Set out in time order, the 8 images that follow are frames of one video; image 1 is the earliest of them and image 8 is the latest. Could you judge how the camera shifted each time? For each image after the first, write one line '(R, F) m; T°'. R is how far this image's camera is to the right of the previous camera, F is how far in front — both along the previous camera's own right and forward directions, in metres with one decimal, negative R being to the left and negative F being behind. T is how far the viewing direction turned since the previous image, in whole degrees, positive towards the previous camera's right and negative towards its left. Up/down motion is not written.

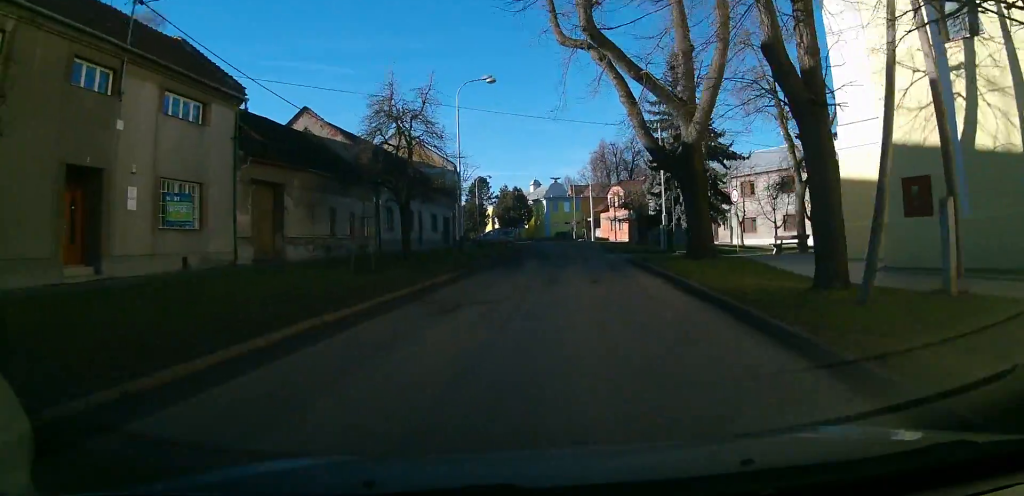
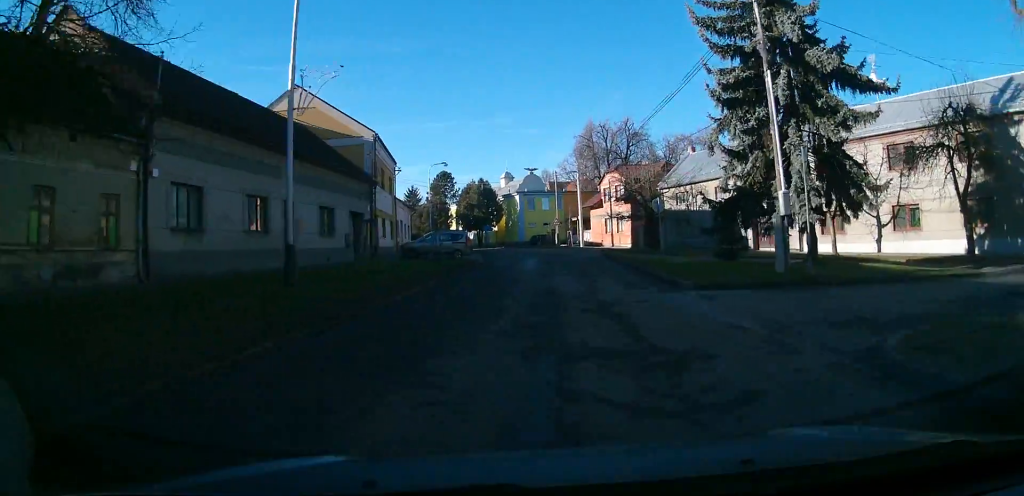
(-0.3, +21.5) m; +1°
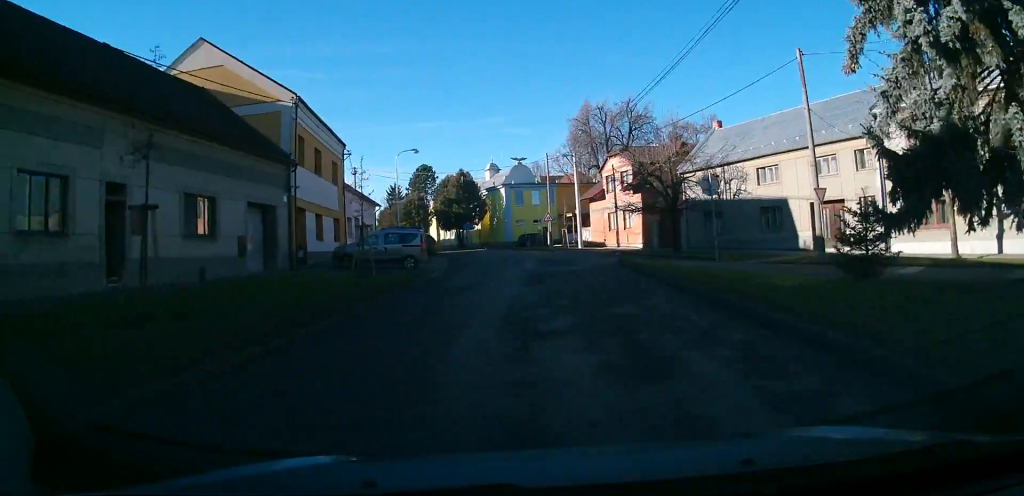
(+0.4, +11.9) m; +2°
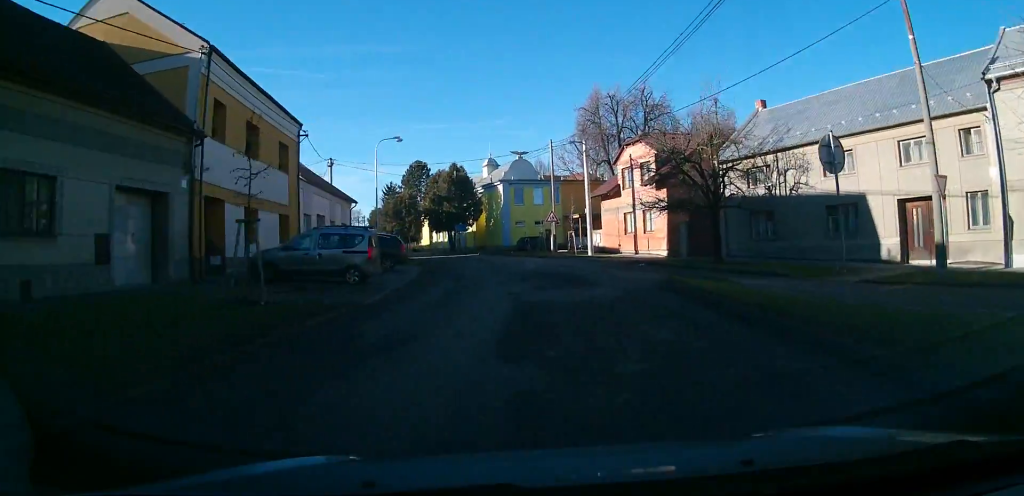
(+0.1, +8.7) m; -1°
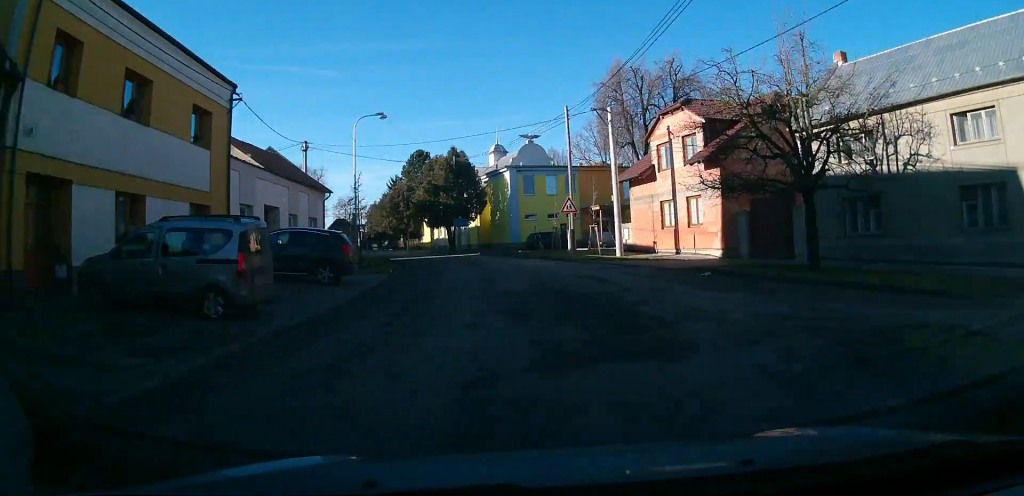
(+0.2, +9.3) m; -3°
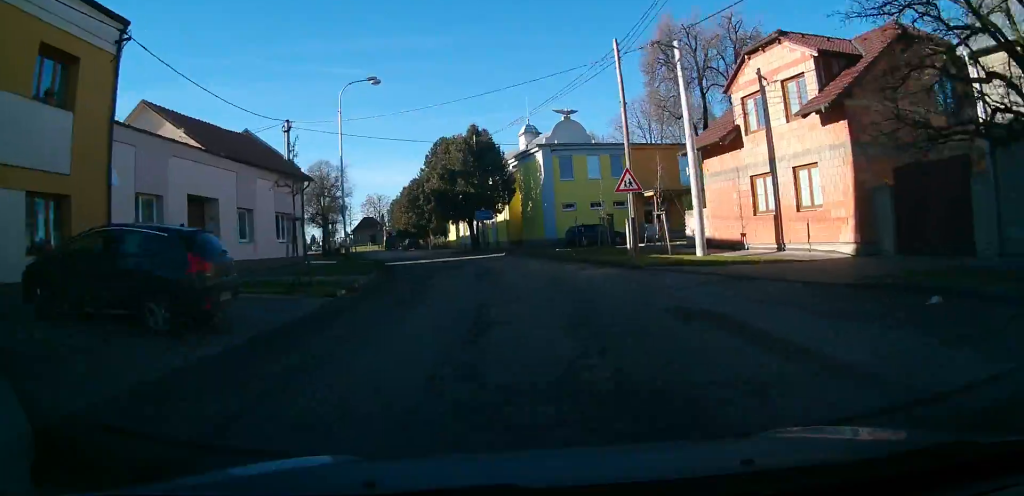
(-0.7, +9.8) m; -4°
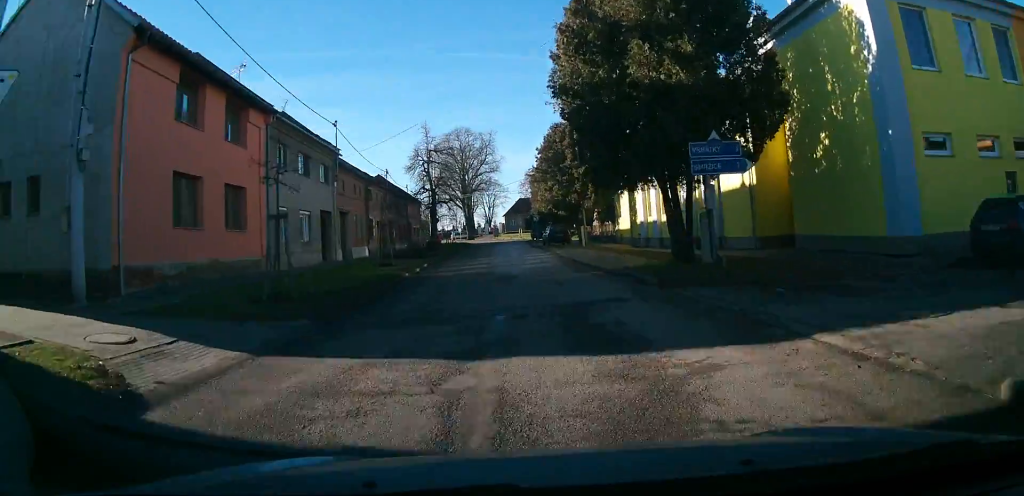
(-3.8, +29.3) m; -14°
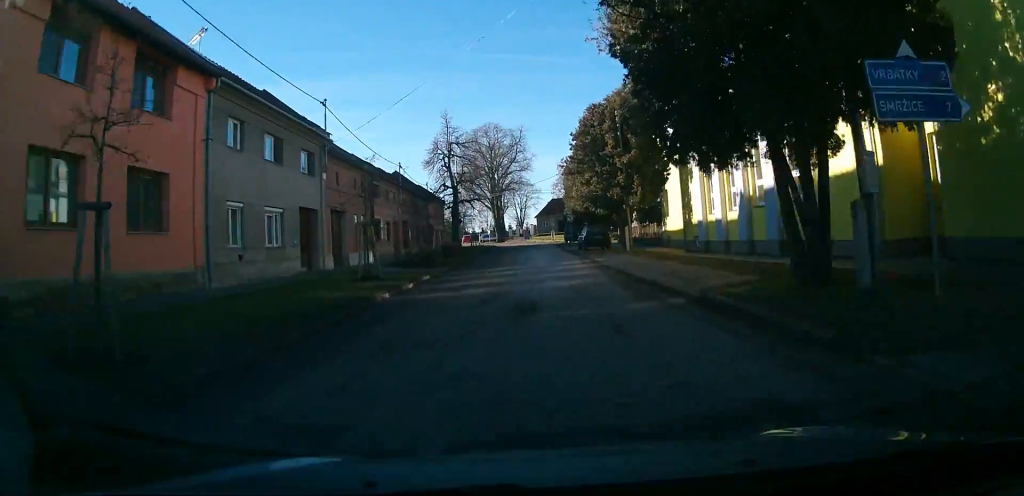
(-0.3, +6.6) m; -3°
